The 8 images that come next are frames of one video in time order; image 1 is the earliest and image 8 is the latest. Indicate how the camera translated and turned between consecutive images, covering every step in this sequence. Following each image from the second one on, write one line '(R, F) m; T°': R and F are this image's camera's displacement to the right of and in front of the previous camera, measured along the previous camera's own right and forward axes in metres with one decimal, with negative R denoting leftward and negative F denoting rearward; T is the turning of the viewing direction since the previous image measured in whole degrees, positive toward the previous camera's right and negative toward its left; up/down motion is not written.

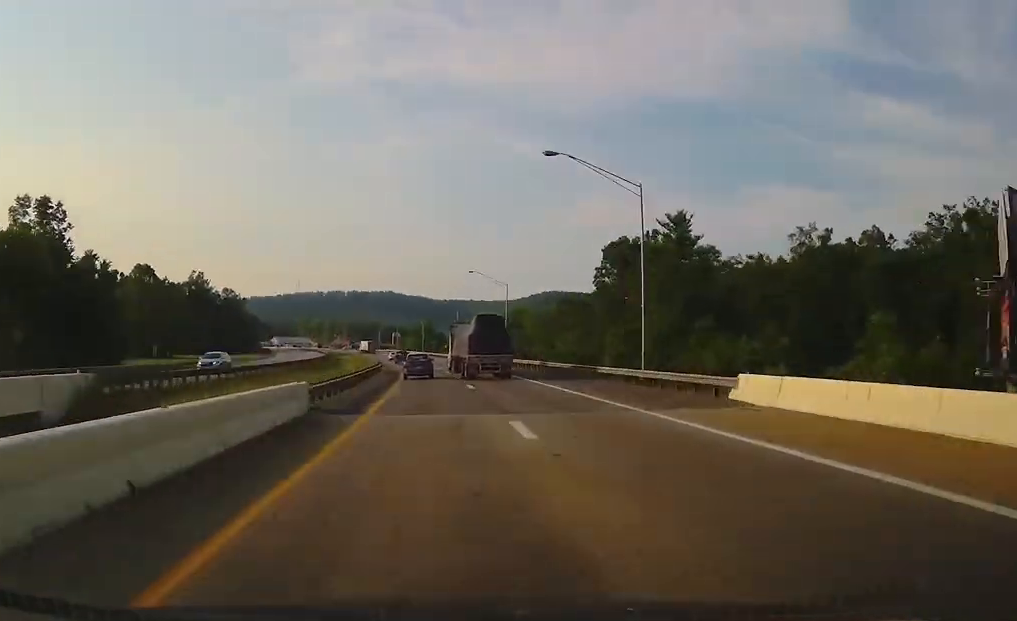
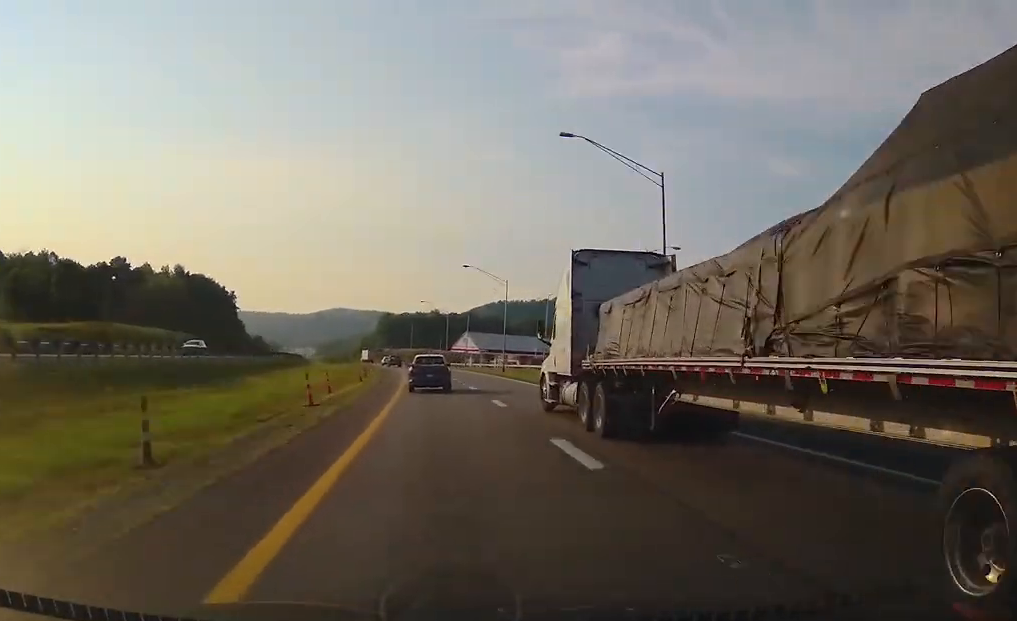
(-58.3, +330.7) m; -21°
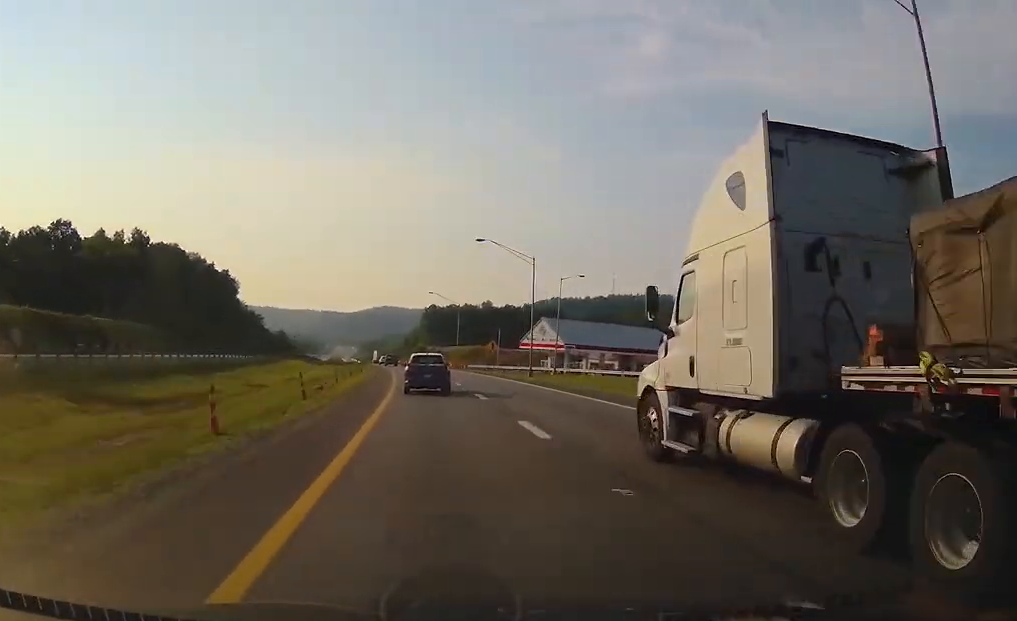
(-1.4, +69.0) m; -4°
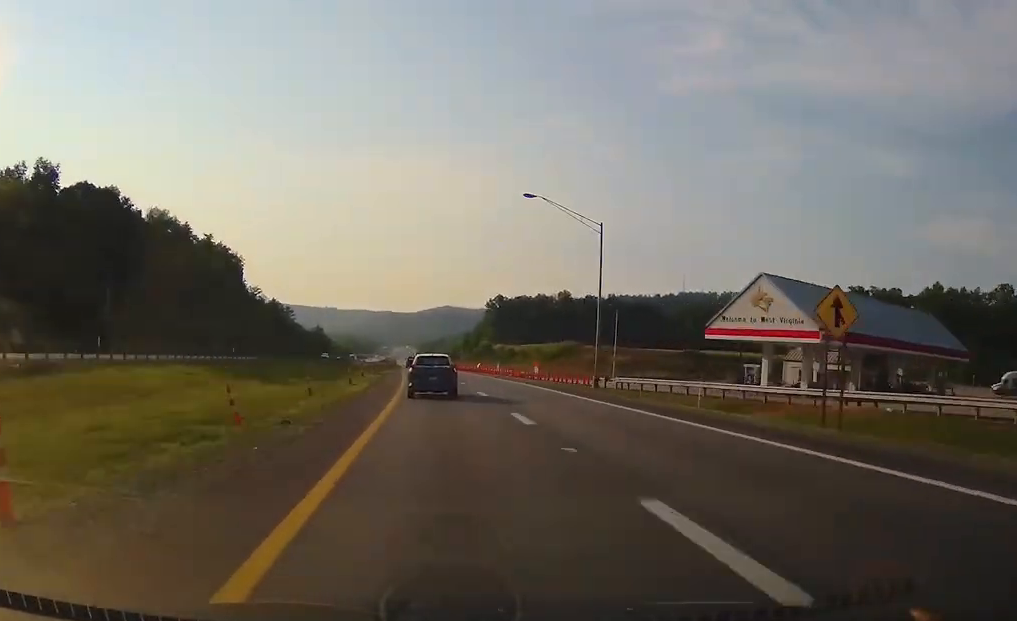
(-4.4, +69.1) m; -2°
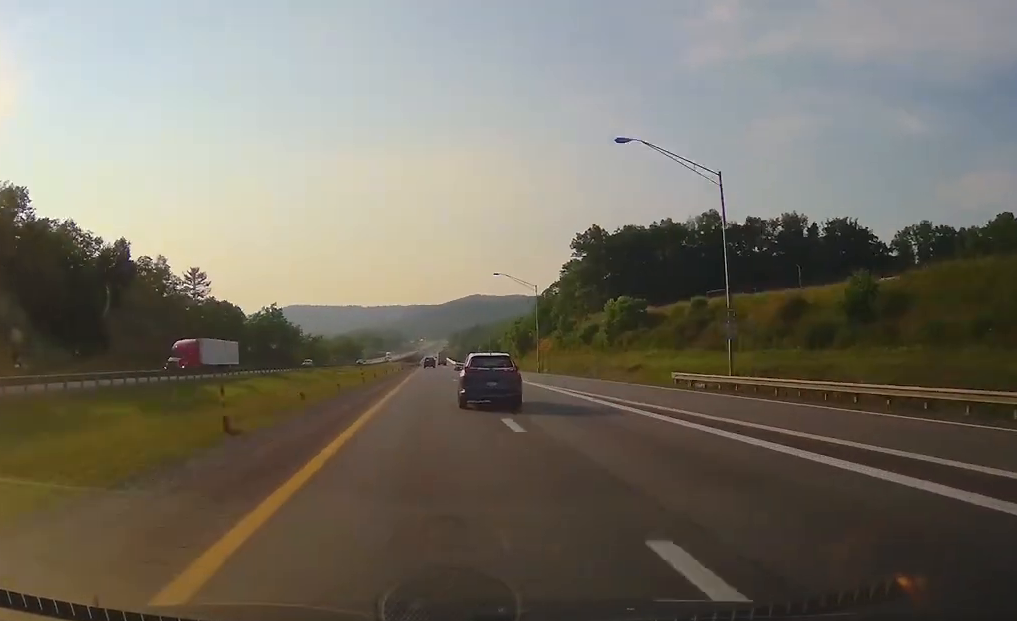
(-5.2, +149.8) m; -2°
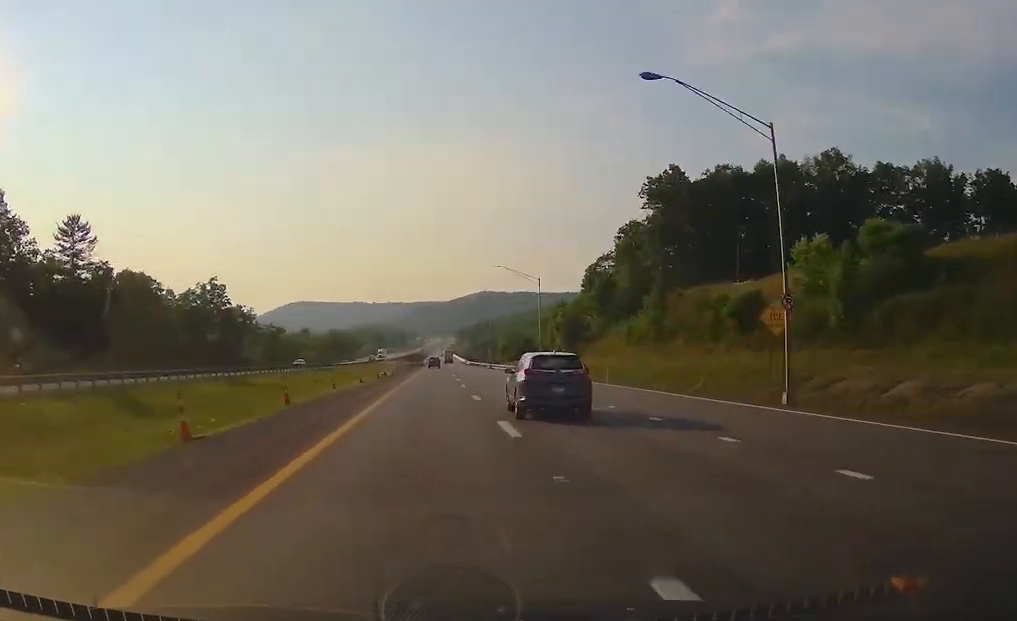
(-0.2, +62.1) m; 0°
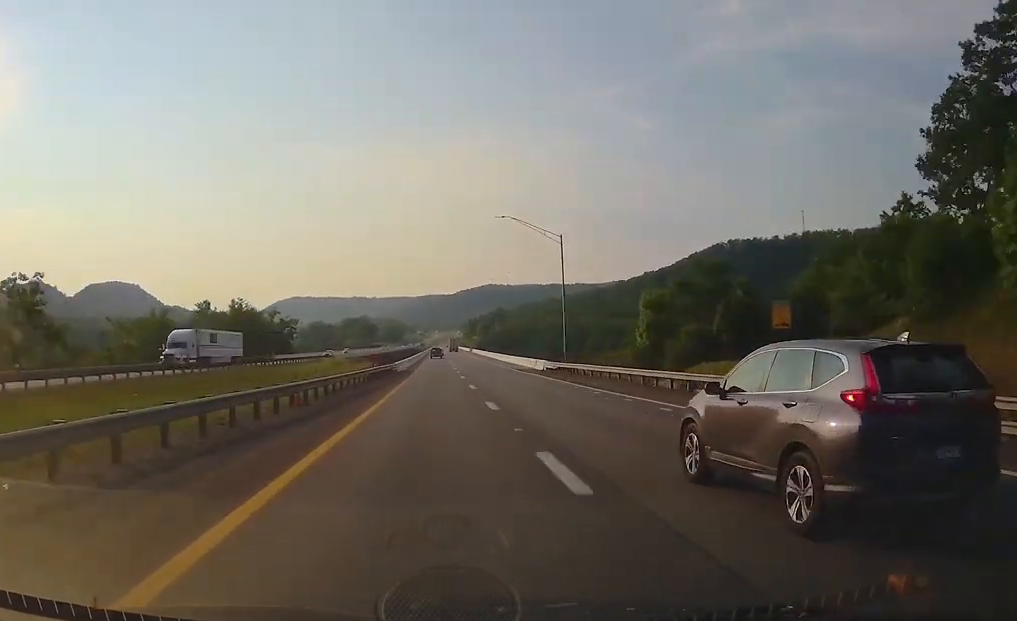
(-0.5, +152.4) m; 0°
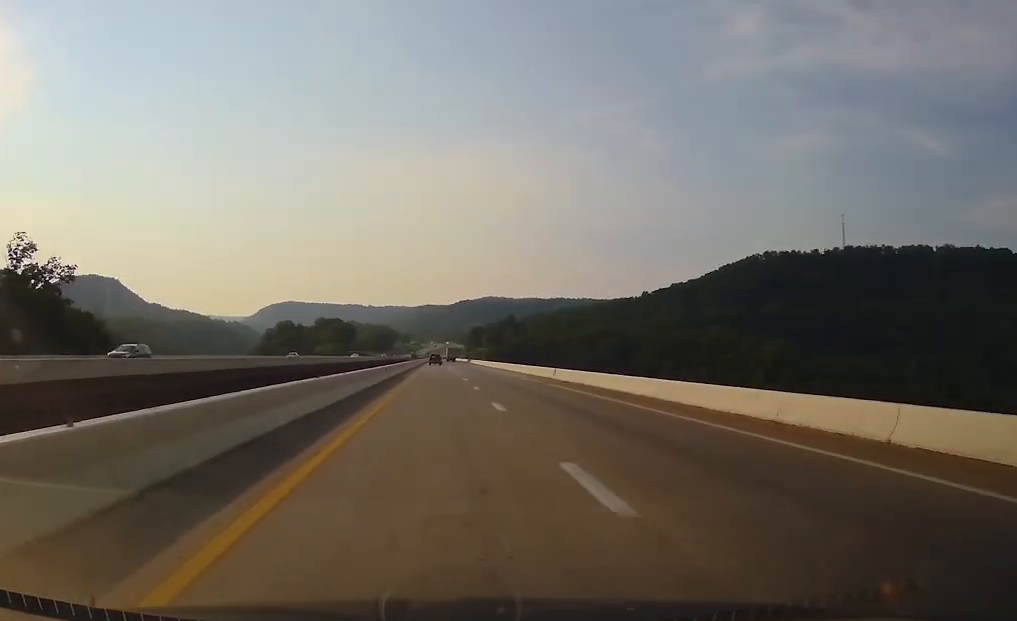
(0.0, +116.8) m; 0°
